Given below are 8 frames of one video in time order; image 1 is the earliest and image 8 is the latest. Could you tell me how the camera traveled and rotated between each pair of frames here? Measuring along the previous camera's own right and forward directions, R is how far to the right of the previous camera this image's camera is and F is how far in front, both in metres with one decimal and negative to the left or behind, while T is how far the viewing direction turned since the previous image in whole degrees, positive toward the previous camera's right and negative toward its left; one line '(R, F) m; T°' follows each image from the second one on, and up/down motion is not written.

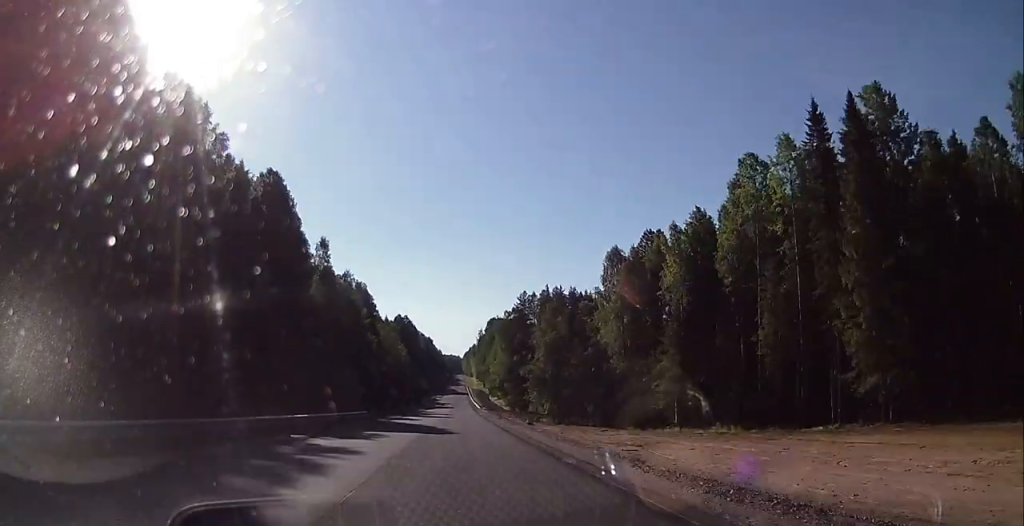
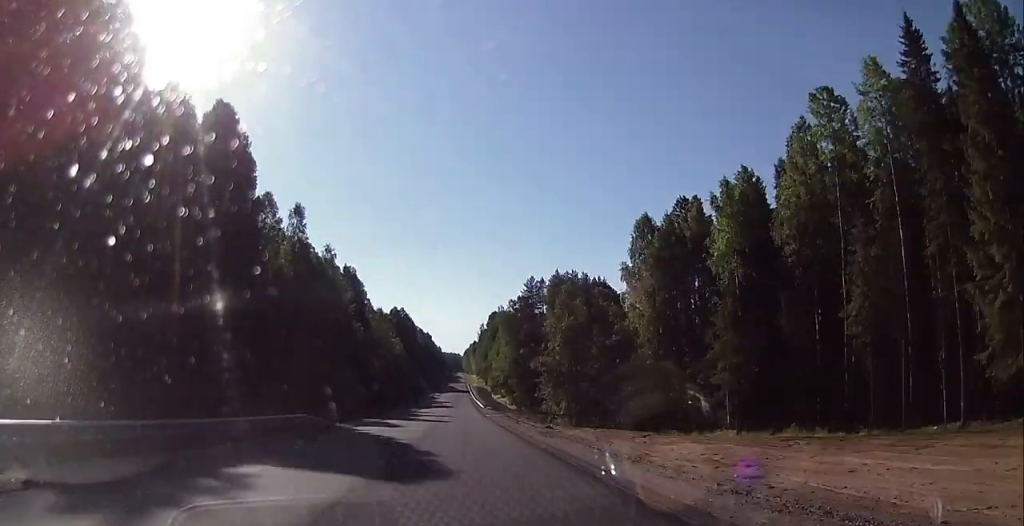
(-0.1, +16.4) m; 0°
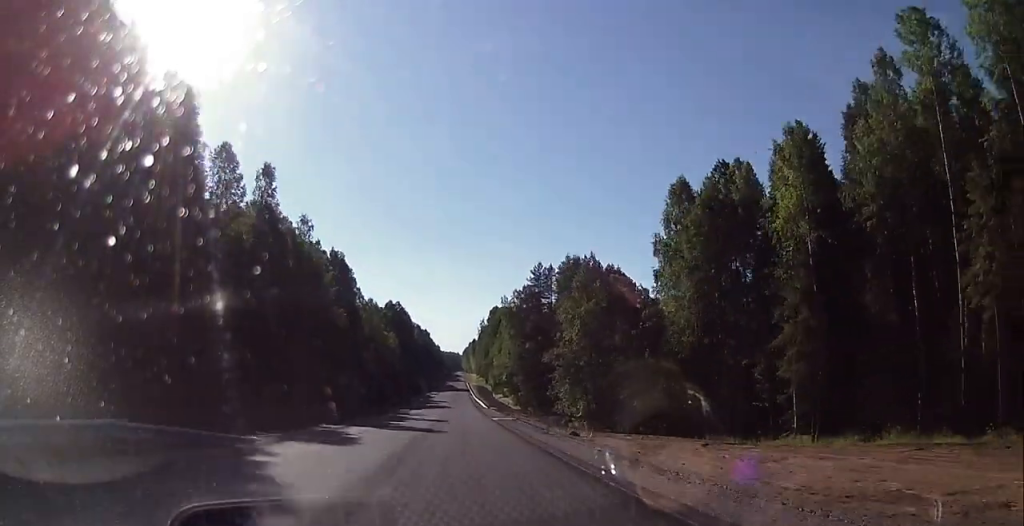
(0.0, +14.3) m; 0°
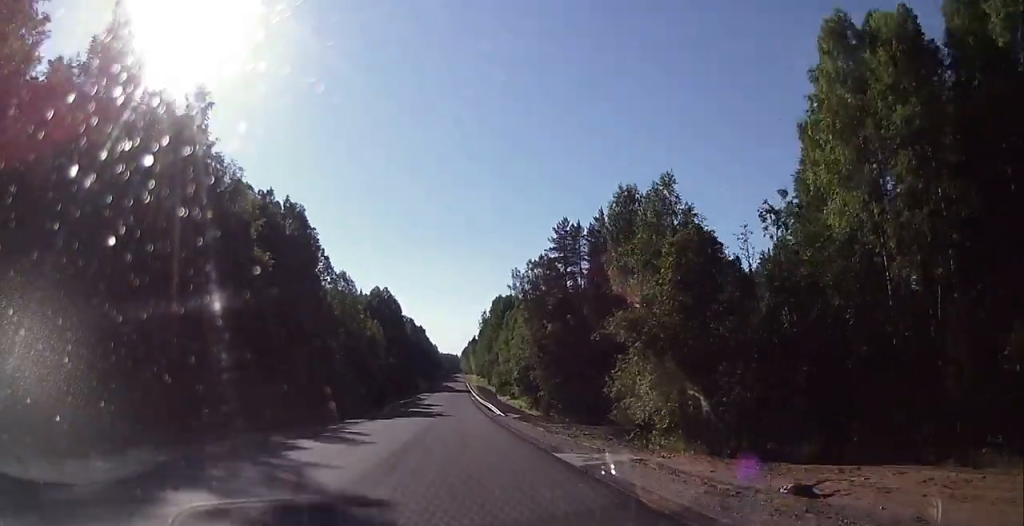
(+0.2, +33.1) m; +1°
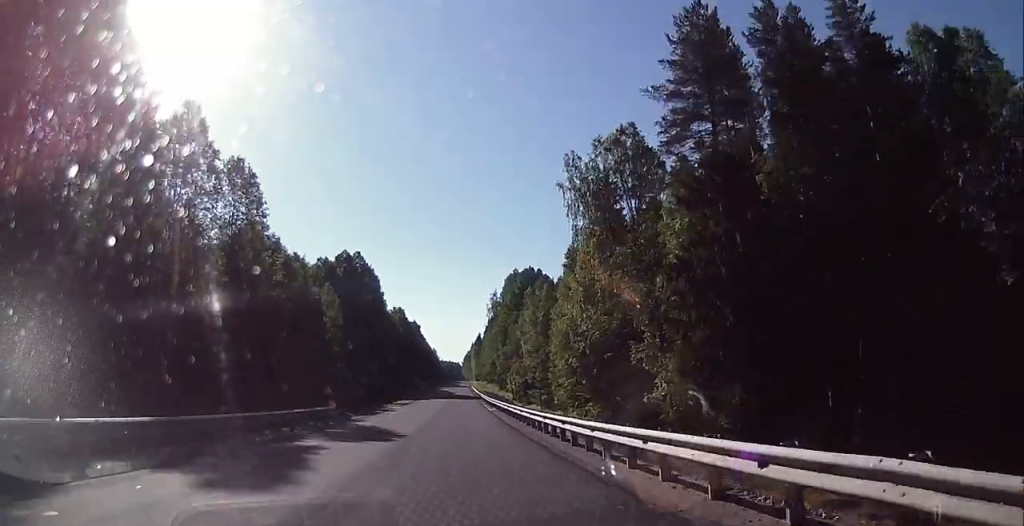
(+0.5, +56.6) m; +1°
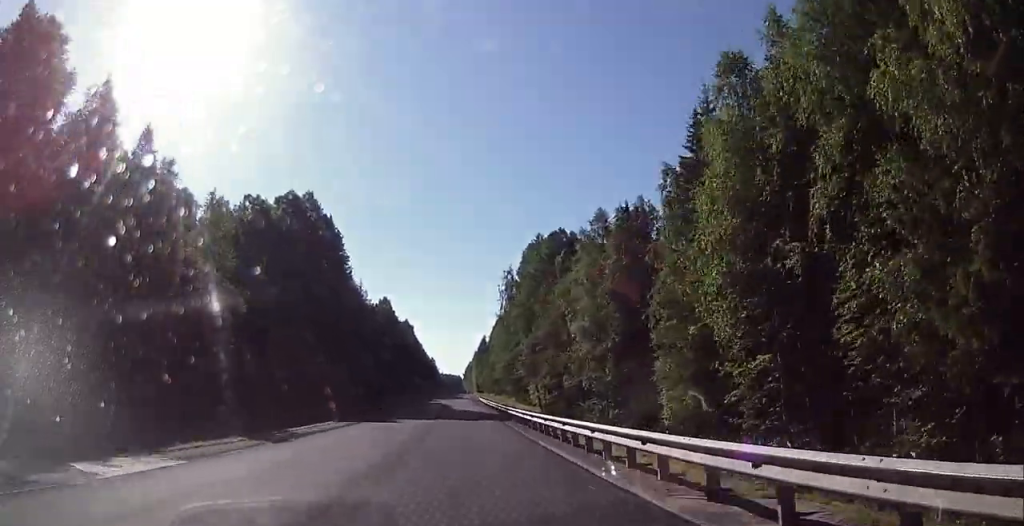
(+0.5, +46.9) m; 0°
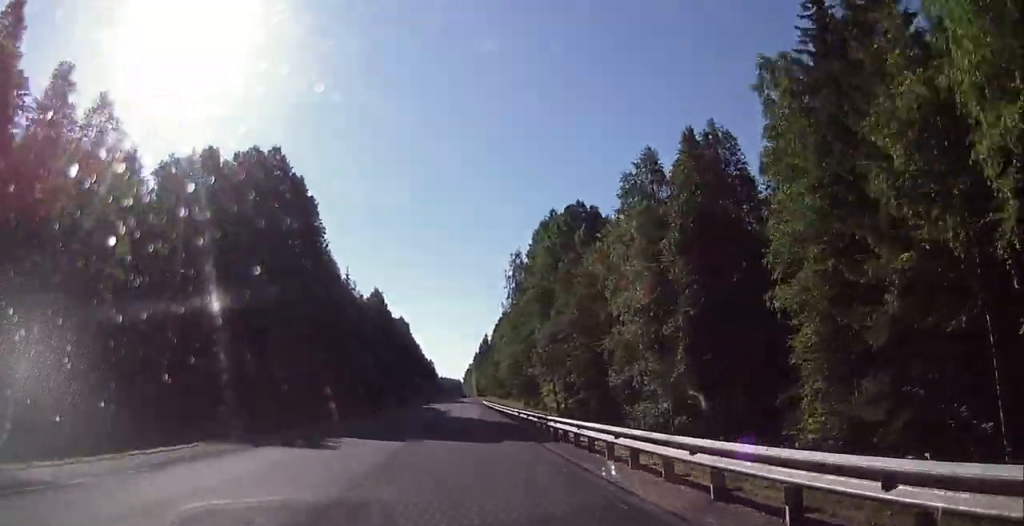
(+0.3, +17.9) m; -1°
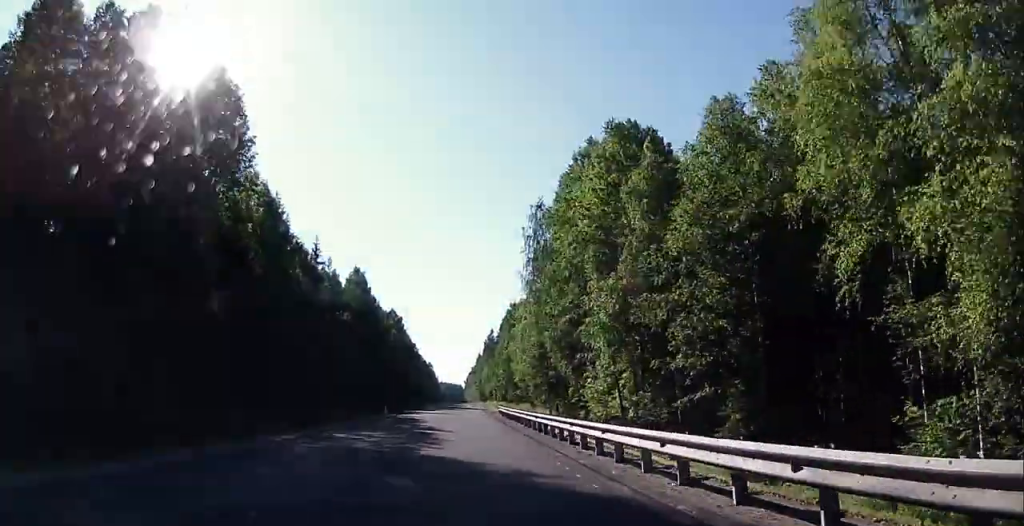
(-0.9, +30.6) m; -1°
